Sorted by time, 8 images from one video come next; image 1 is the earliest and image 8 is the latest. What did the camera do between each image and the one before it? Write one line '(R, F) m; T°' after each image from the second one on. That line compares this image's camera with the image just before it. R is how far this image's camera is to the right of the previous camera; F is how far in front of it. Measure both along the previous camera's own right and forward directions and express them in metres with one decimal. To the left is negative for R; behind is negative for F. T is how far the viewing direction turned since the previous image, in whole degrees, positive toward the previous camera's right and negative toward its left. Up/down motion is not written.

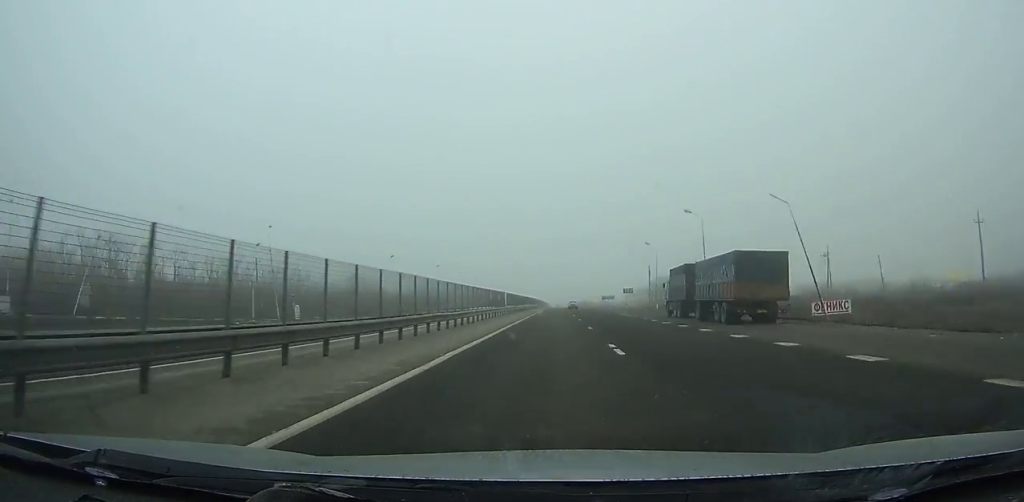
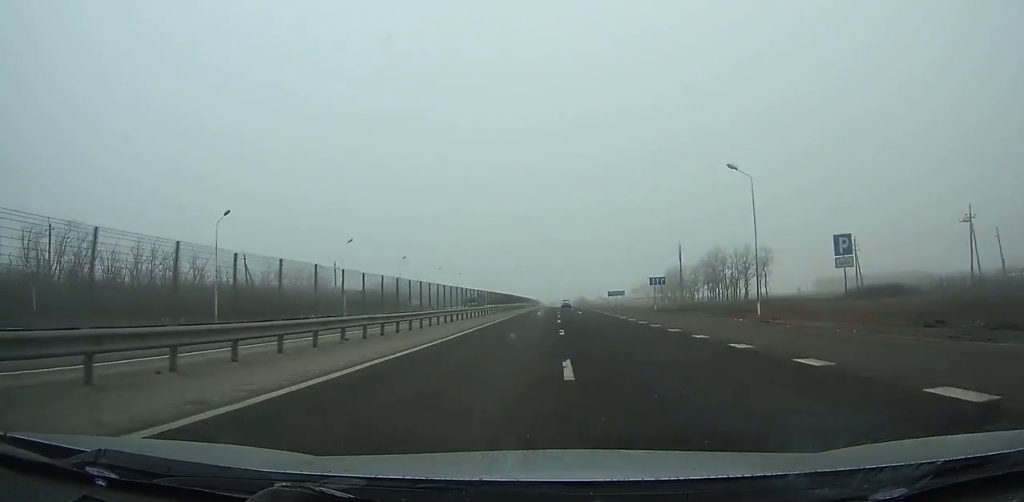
(+0.1, +38.3) m; 0°
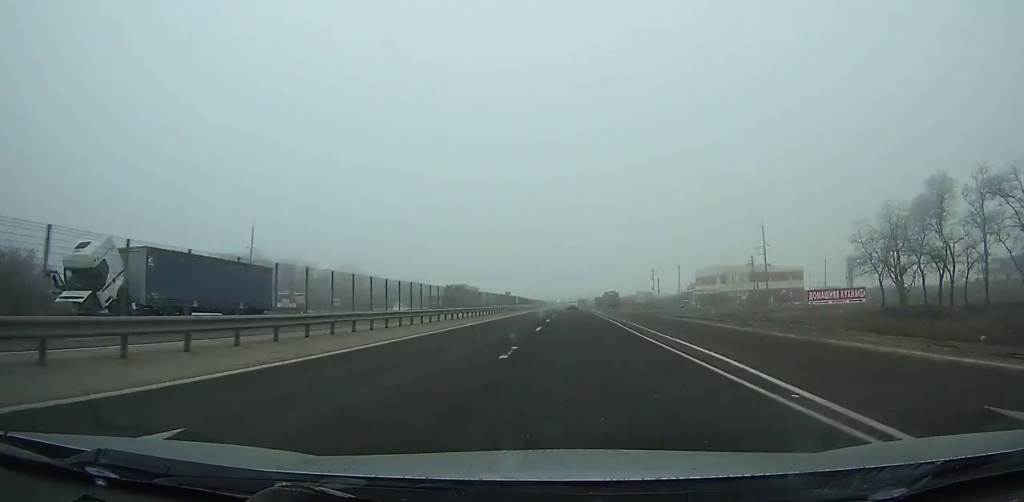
(-0.5, +116.7) m; -1°
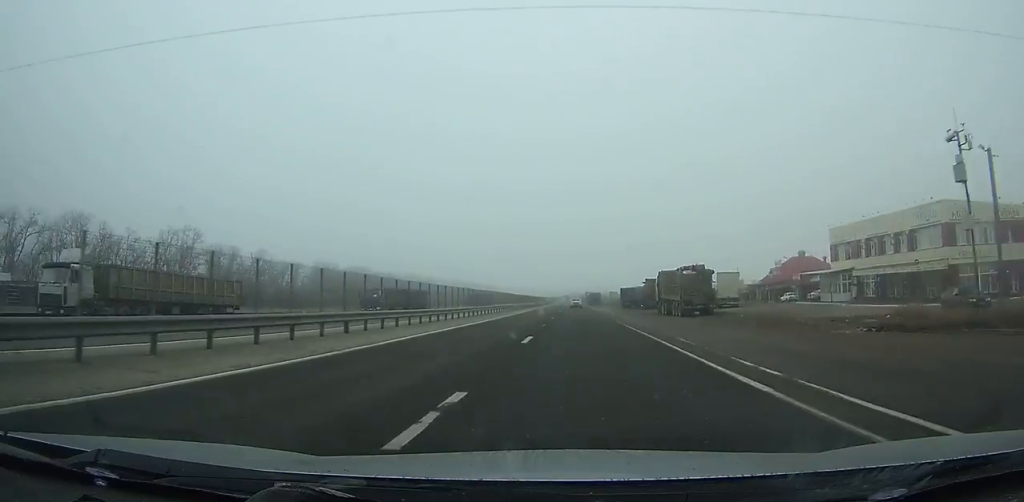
(-0.3, +76.8) m; 0°
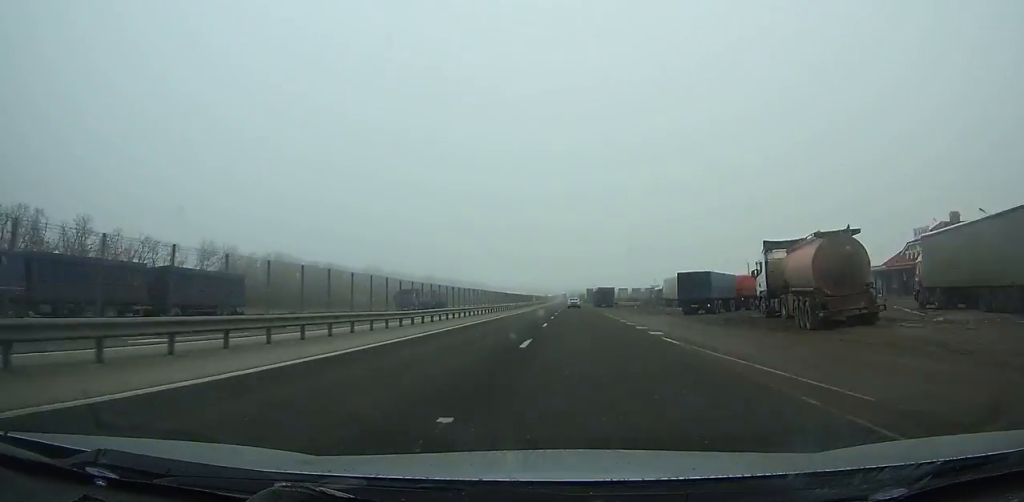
(0.0, +49.4) m; 0°
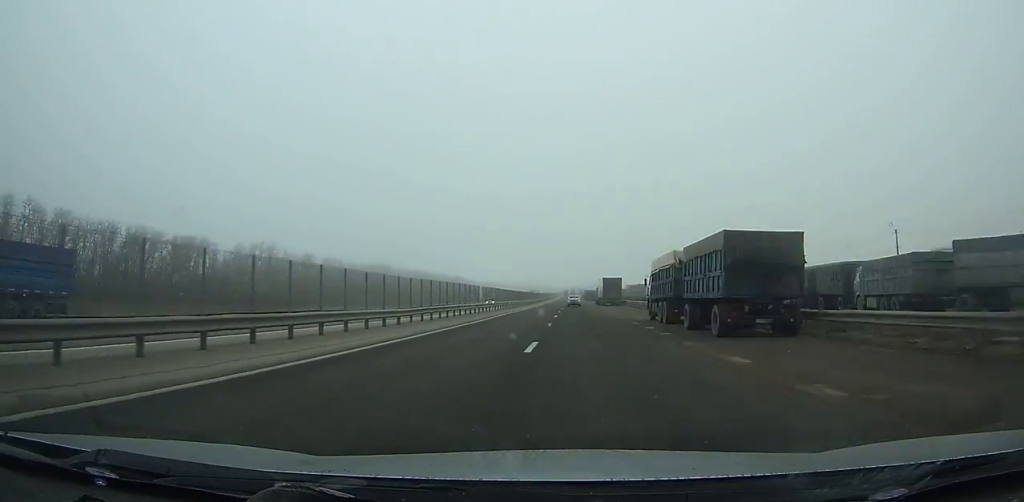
(+0.1, +71.9) m; 0°
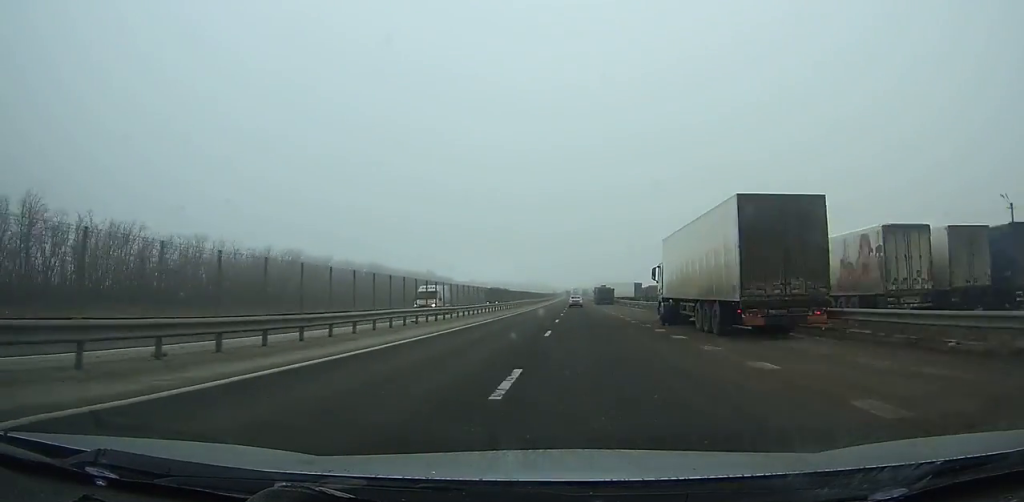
(0.0, +65.9) m; 0°
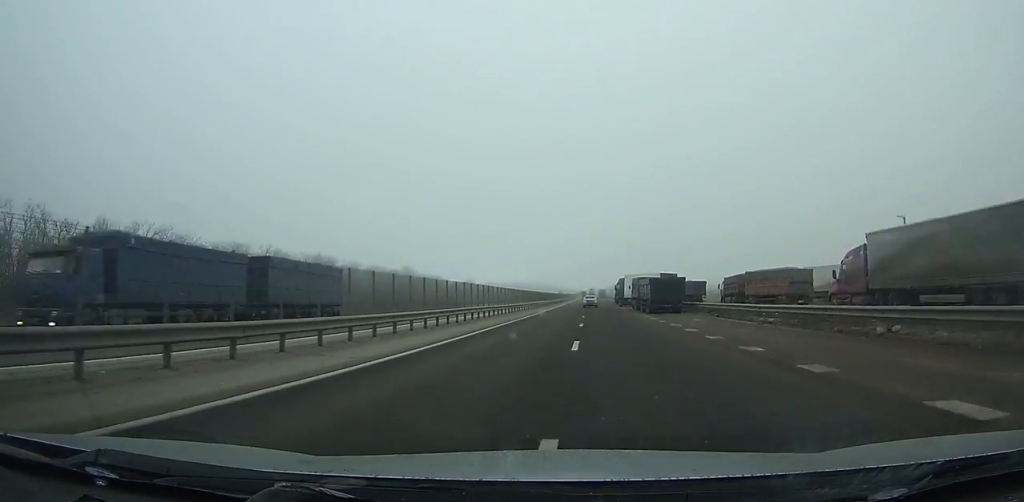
(-0.3, +53.0) m; 0°
